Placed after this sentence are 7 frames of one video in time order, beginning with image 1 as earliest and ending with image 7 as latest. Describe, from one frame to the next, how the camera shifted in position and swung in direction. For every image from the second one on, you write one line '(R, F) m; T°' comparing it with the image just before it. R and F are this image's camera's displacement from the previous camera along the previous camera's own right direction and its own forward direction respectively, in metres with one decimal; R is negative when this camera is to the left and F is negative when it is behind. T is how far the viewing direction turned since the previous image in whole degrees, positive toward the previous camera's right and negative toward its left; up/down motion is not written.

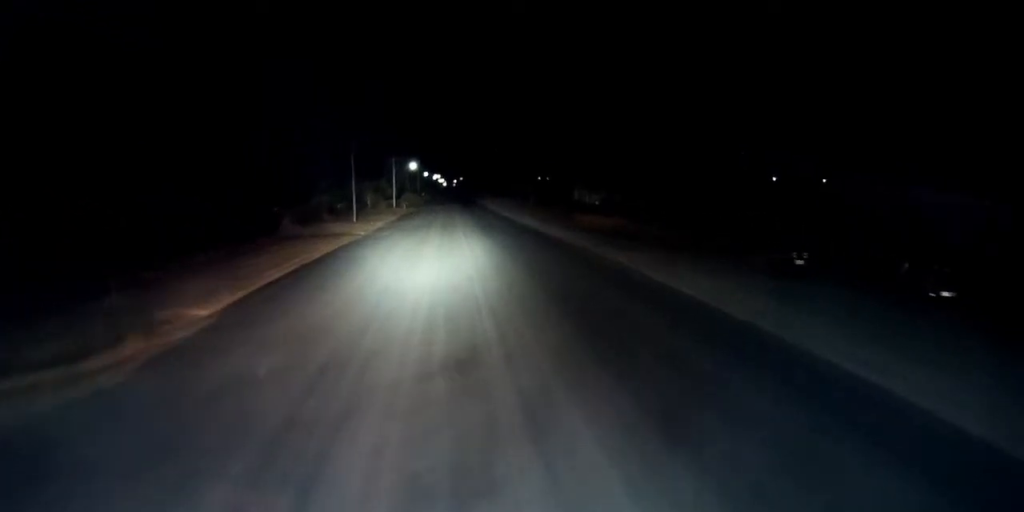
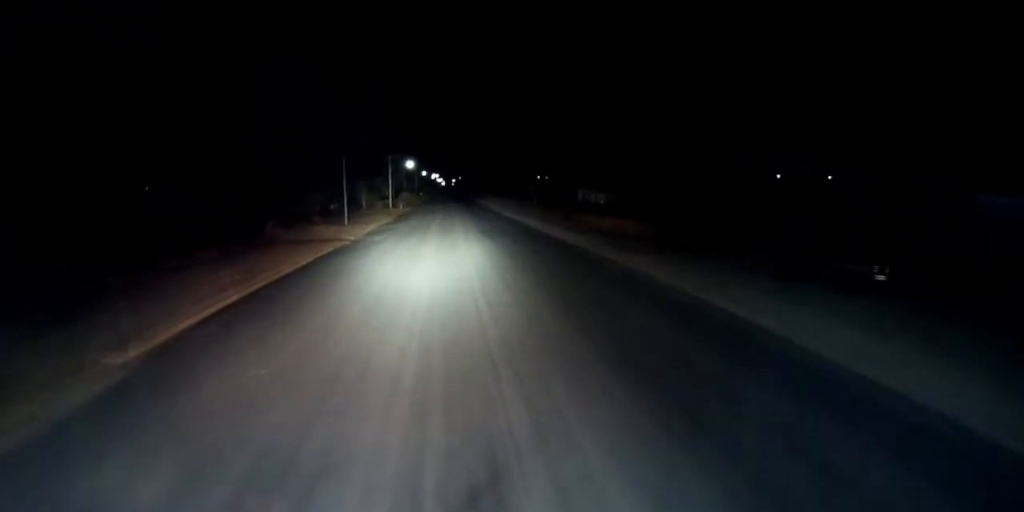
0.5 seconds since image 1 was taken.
(0.0, +5.9) m; 0°
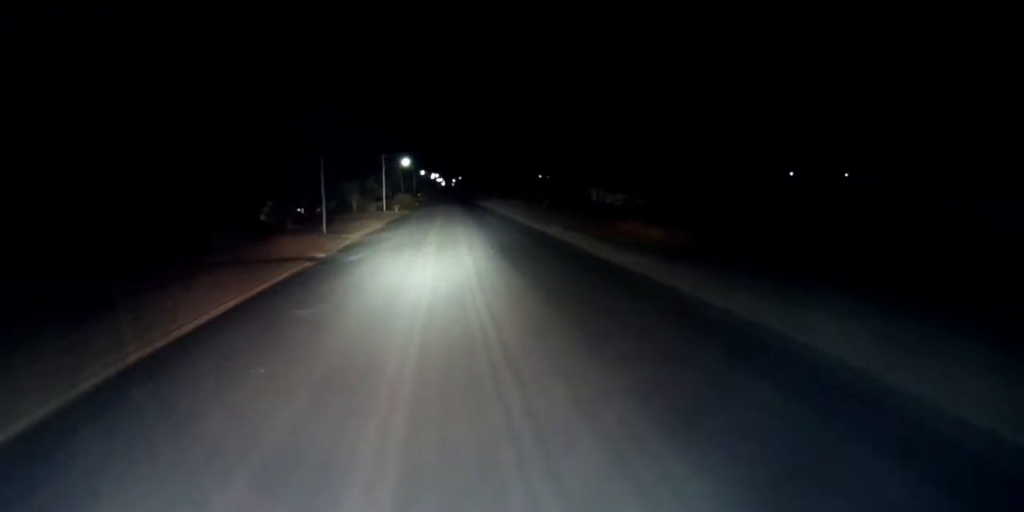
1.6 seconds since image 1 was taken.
(+0.1, +13.5) m; 0°
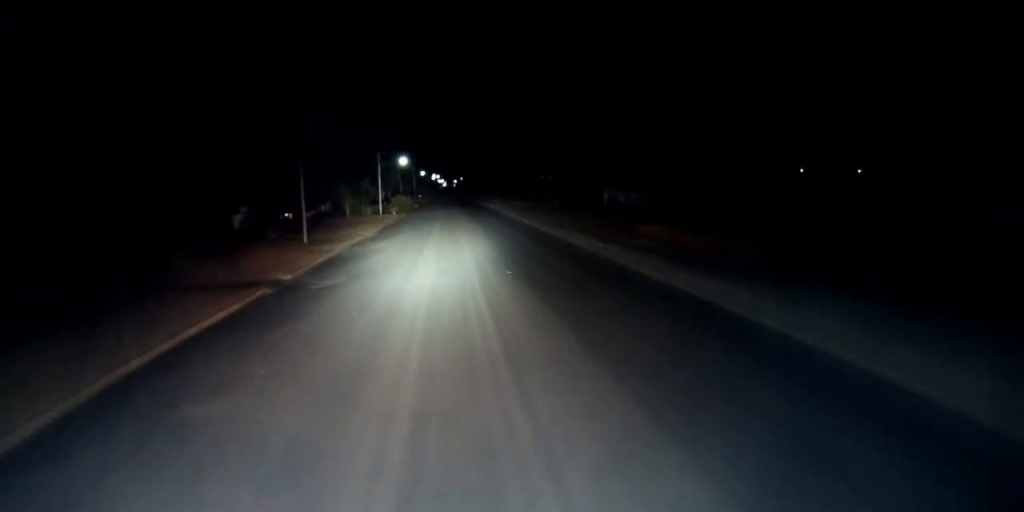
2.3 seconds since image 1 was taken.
(-0.1, +9.2) m; 0°
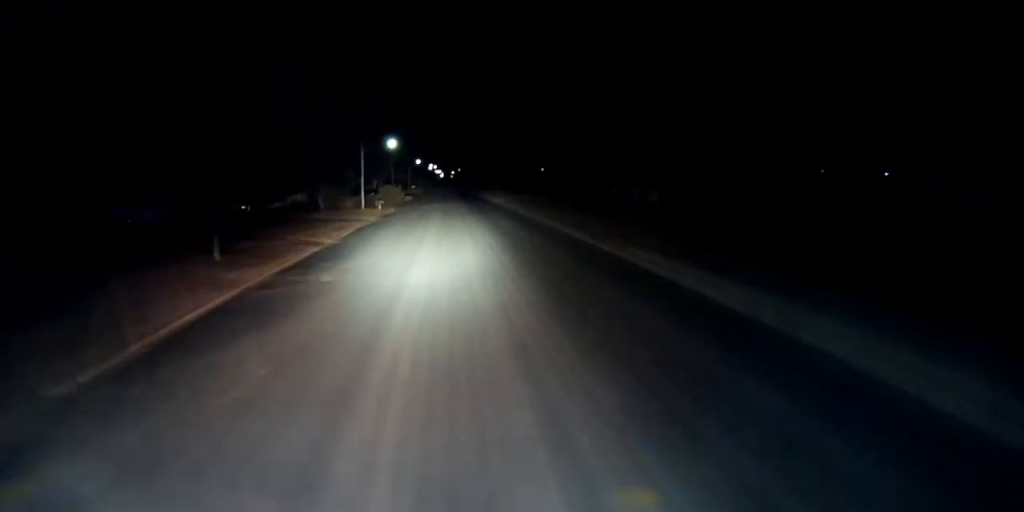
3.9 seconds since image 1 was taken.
(+0.1, +20.3) m; 0°
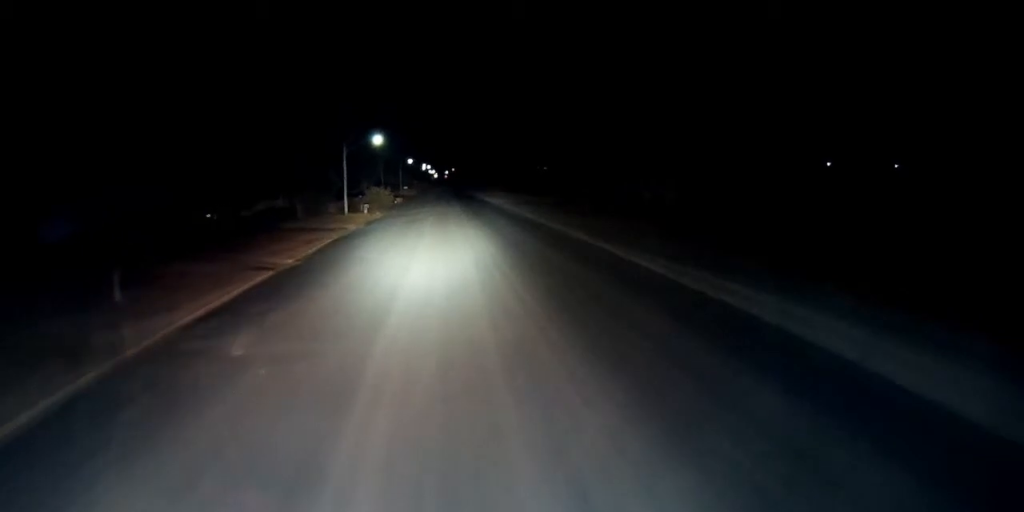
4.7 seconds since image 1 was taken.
(0.0, +10.1) m; 0°
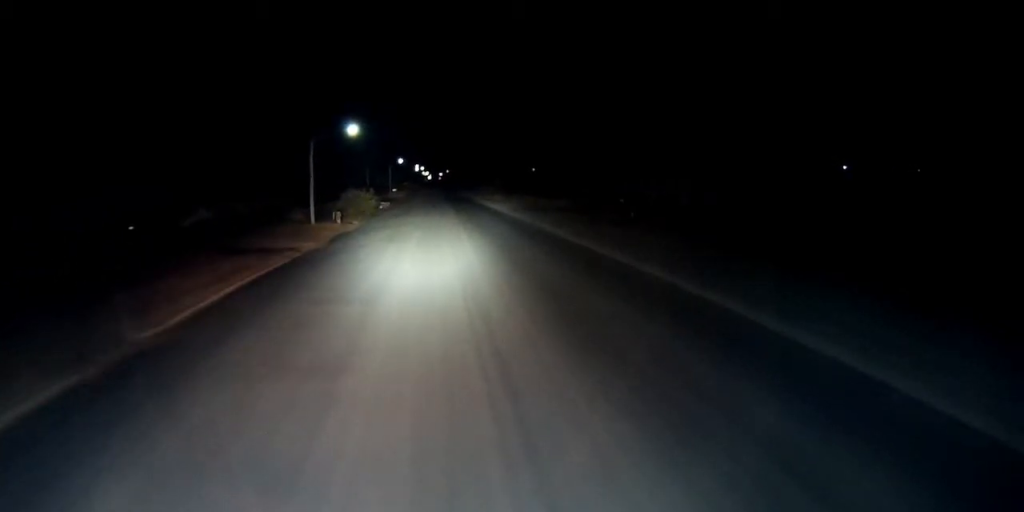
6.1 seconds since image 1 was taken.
(+0.1, +17.0) m; 0°
